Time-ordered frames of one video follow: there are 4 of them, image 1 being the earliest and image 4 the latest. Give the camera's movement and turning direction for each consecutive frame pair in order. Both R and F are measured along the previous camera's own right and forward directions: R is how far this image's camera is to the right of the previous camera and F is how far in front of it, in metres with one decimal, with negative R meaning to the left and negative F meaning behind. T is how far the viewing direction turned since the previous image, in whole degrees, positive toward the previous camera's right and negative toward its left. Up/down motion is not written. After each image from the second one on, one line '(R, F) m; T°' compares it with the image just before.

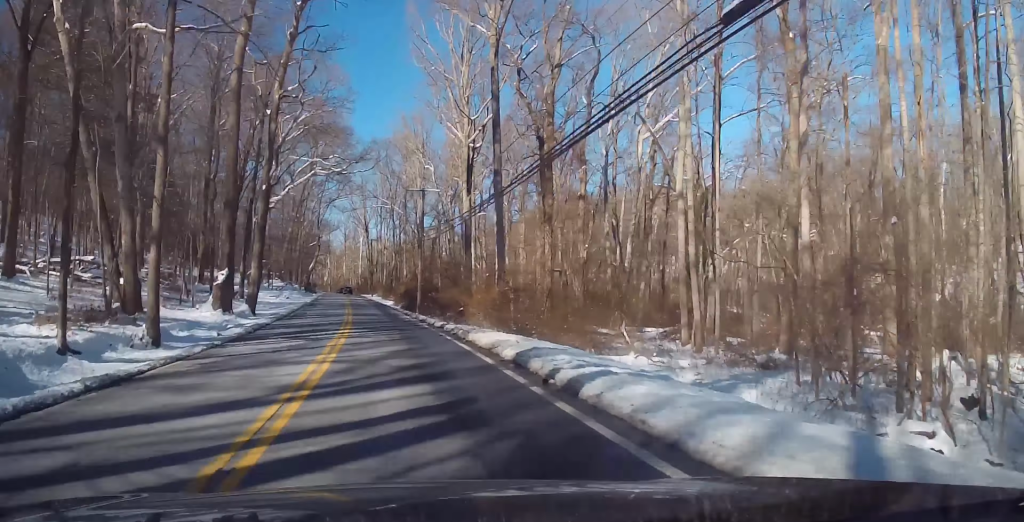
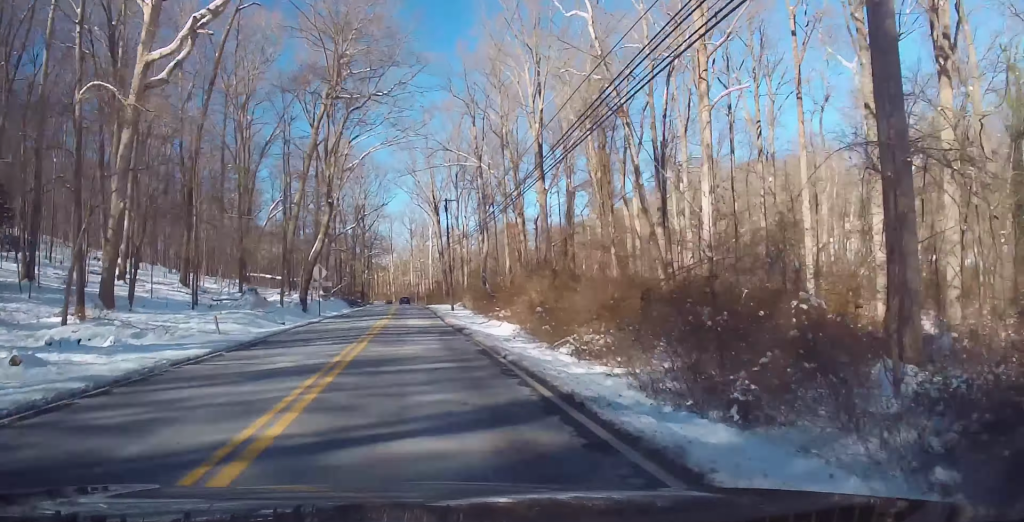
(-2.5, +56.3) m; -5°
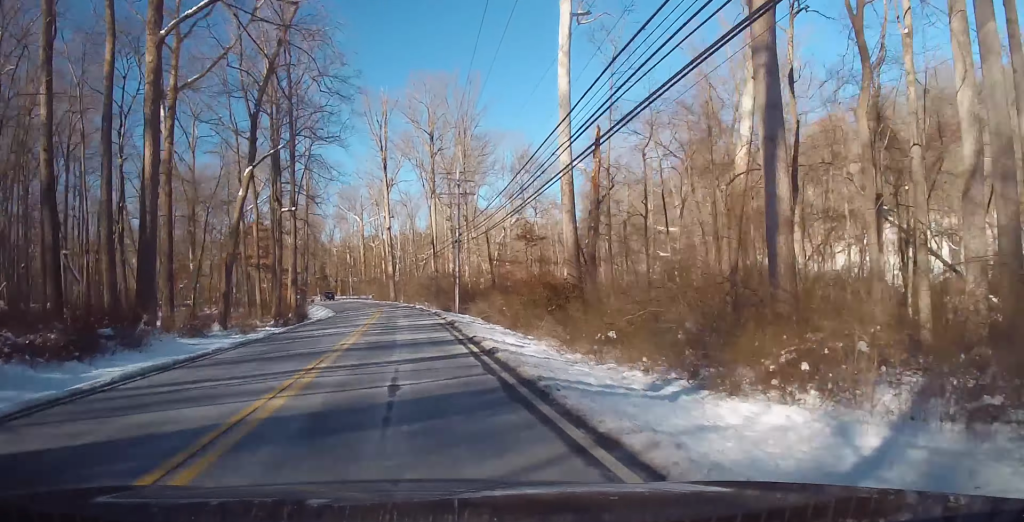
(-8.9, +157.2) m; -5°
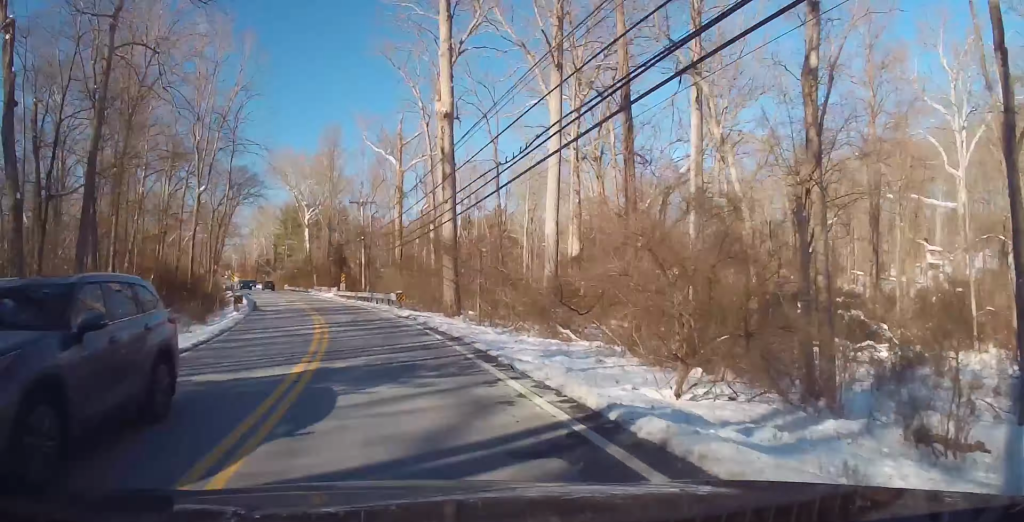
(+0.4, +26.7) m; -2°
